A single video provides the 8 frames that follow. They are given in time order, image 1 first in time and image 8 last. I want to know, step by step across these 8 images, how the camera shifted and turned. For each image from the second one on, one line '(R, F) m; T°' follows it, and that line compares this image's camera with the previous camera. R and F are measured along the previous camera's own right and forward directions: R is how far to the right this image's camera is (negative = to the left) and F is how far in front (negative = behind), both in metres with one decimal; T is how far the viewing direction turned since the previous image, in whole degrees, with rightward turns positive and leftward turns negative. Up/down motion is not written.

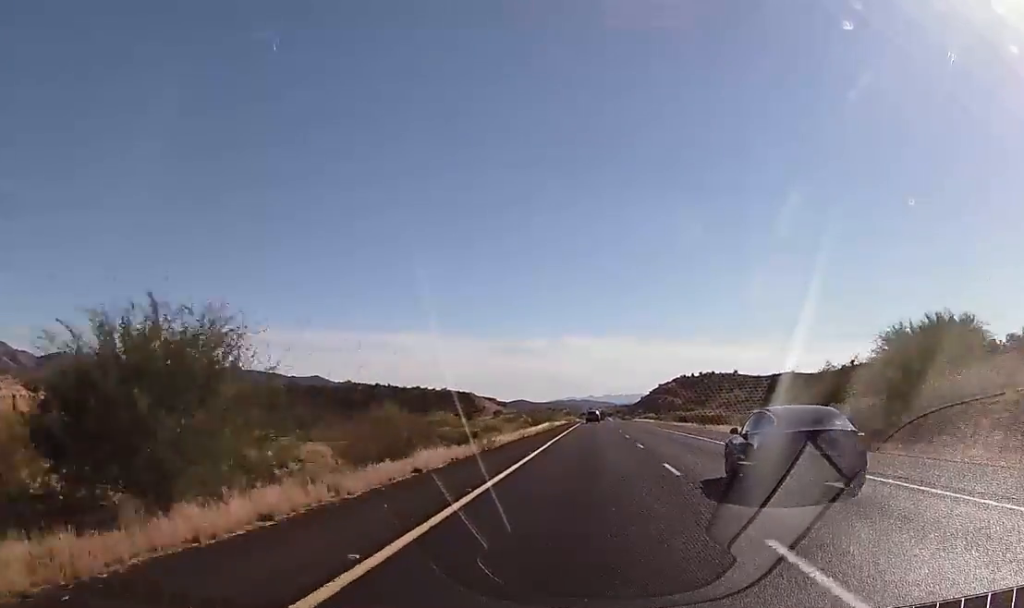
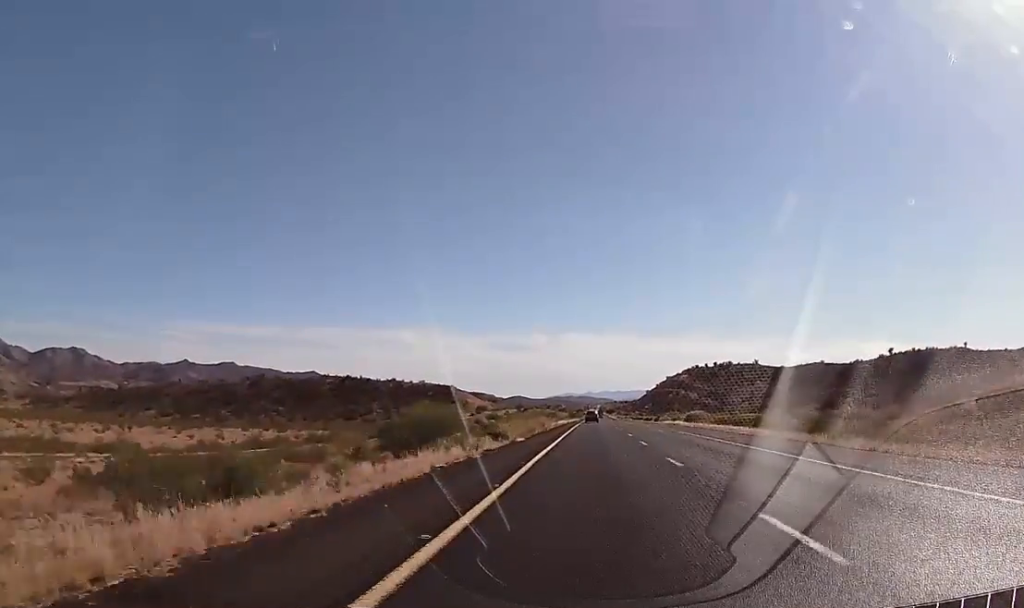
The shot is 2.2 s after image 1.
(+0.1, +83.8) m; 0°
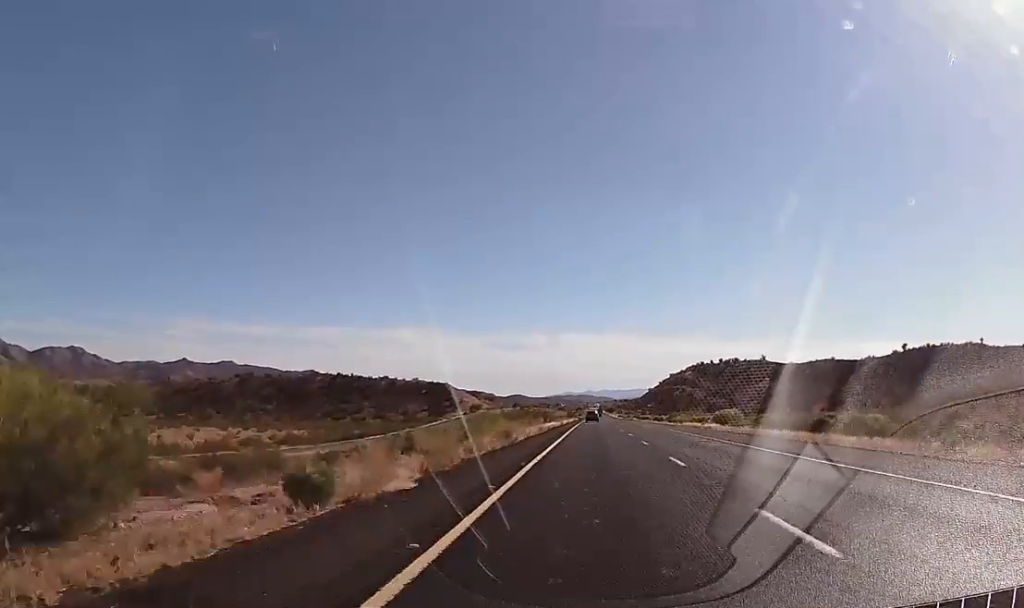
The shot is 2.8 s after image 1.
(0.0, +24.1) m; 0°
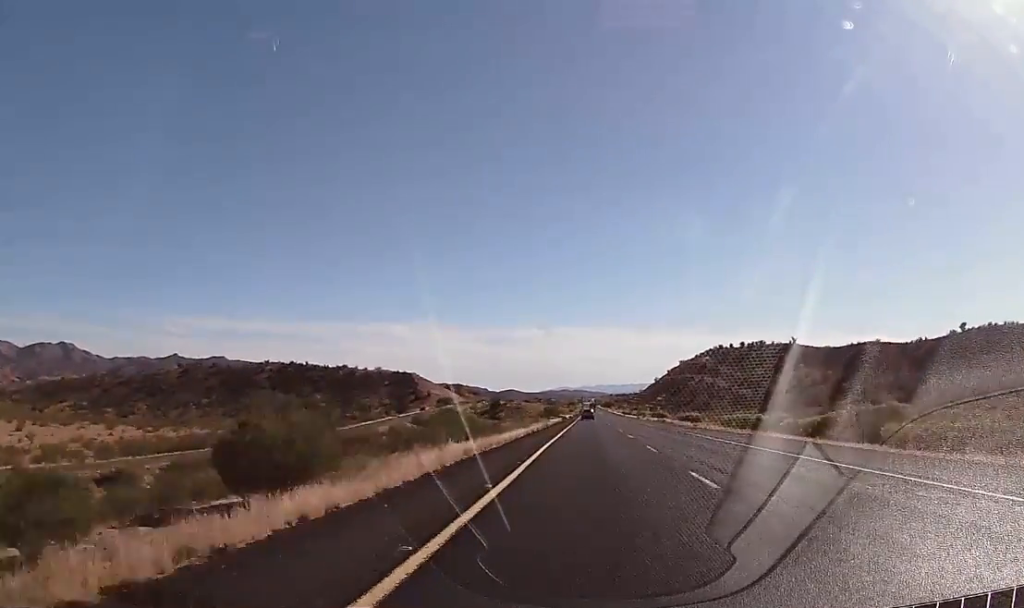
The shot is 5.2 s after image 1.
(+0.9, +91.3) m; +1°
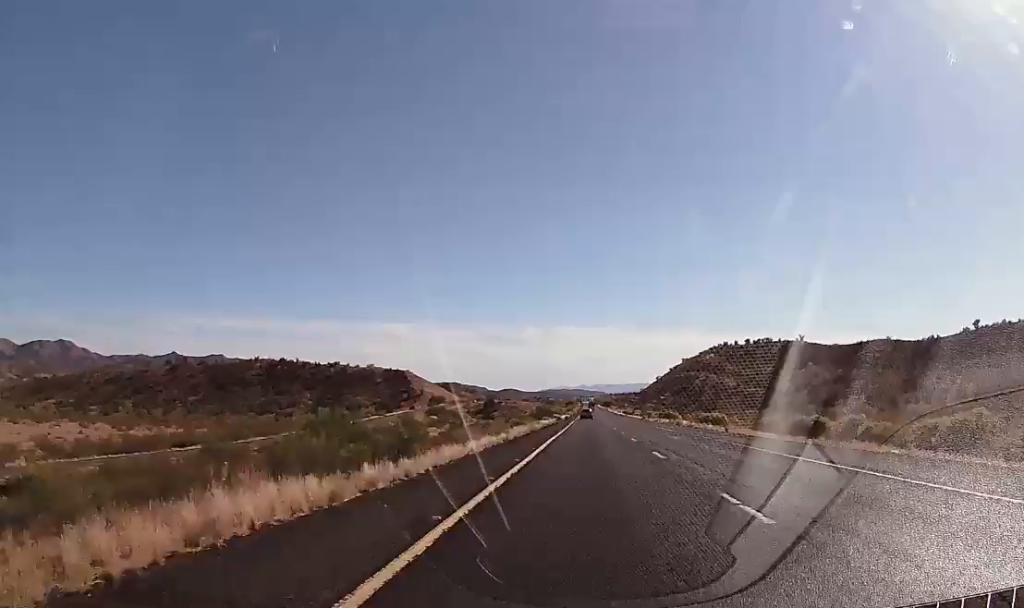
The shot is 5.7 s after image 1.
(-0.2, +16.5) m; 0°
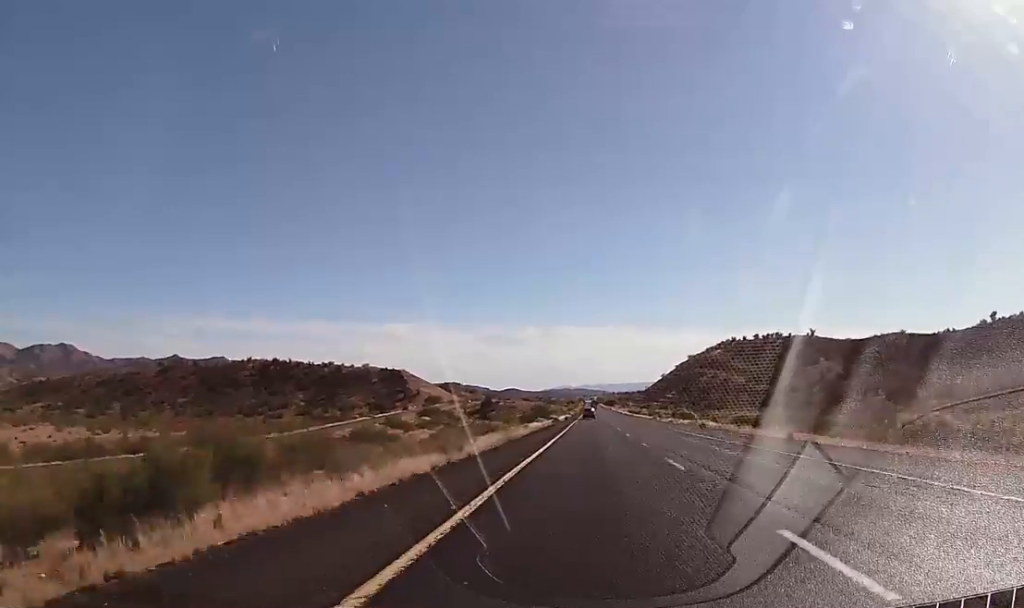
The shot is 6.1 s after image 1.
(-0.2, +16.5) m; 0°
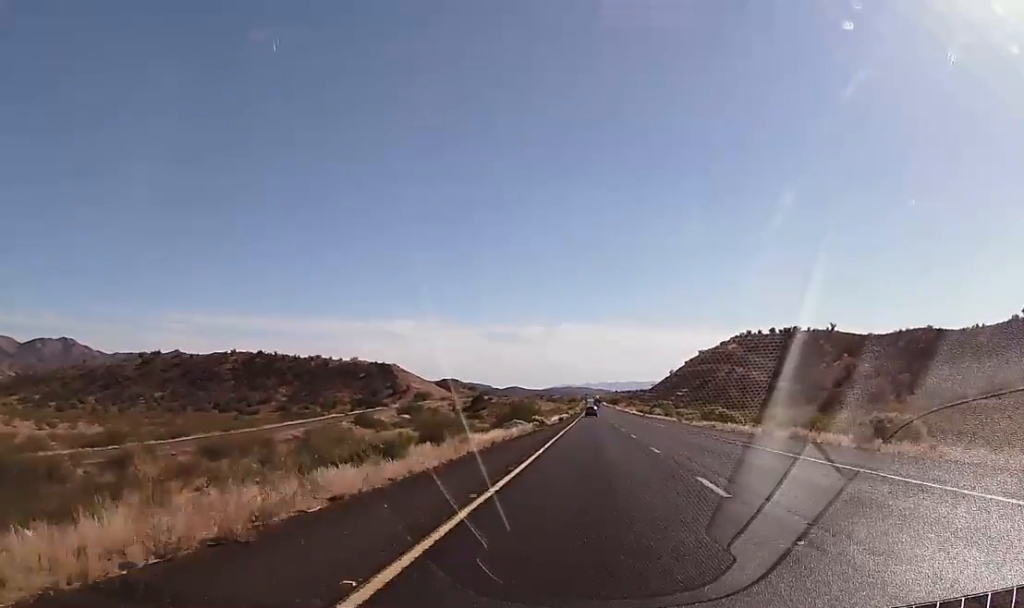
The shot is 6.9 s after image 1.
(+0.2, +29.2) m; 0°
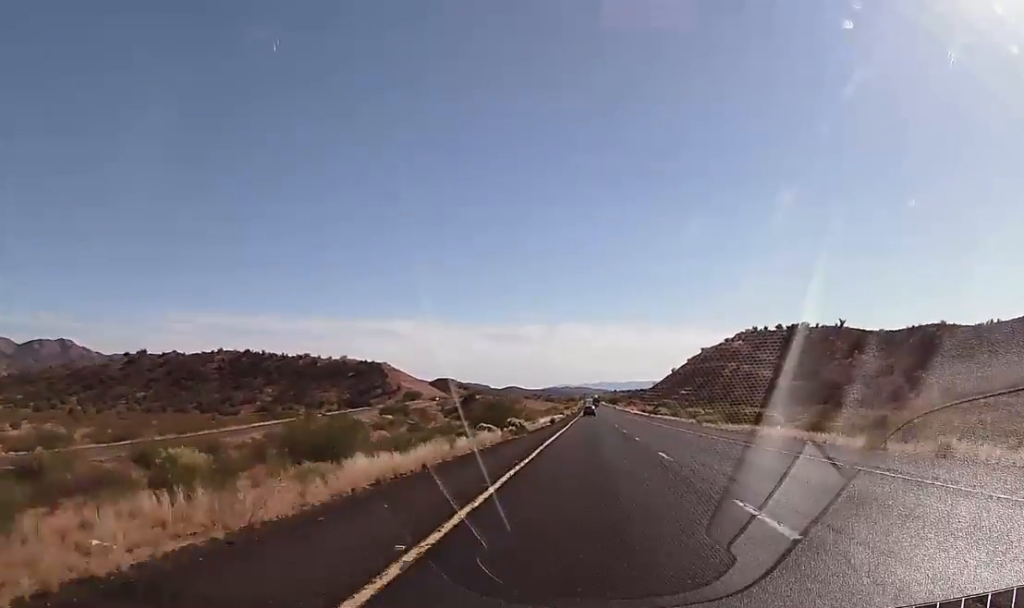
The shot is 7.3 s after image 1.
(+0.1, +16.5) m; 0°
